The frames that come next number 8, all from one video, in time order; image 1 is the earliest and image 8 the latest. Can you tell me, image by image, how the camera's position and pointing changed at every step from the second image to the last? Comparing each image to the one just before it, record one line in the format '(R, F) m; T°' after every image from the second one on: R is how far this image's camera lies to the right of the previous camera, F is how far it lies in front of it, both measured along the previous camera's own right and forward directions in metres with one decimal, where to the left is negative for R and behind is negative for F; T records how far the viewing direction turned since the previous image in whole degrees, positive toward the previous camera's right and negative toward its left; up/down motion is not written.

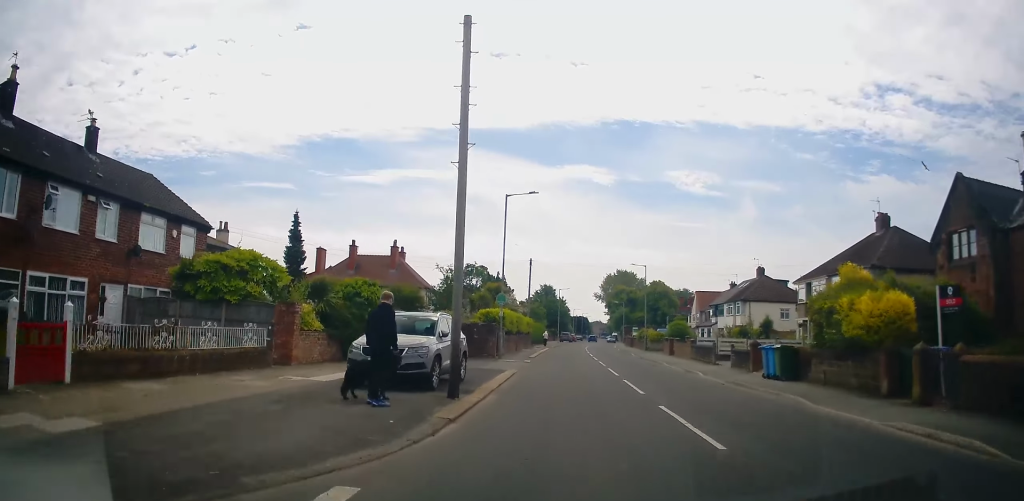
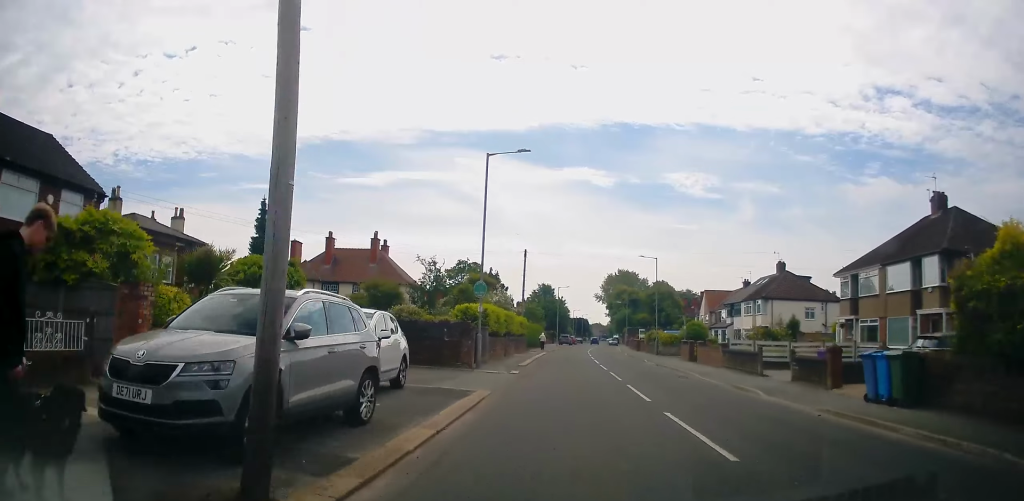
(+0.1, +7.2) m; 0°
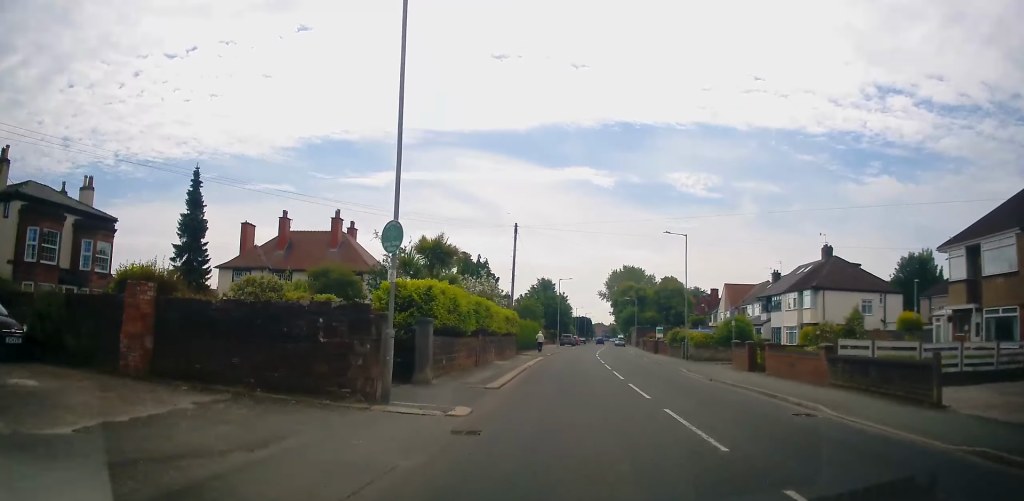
(-0.2, +11.6) m; -2°
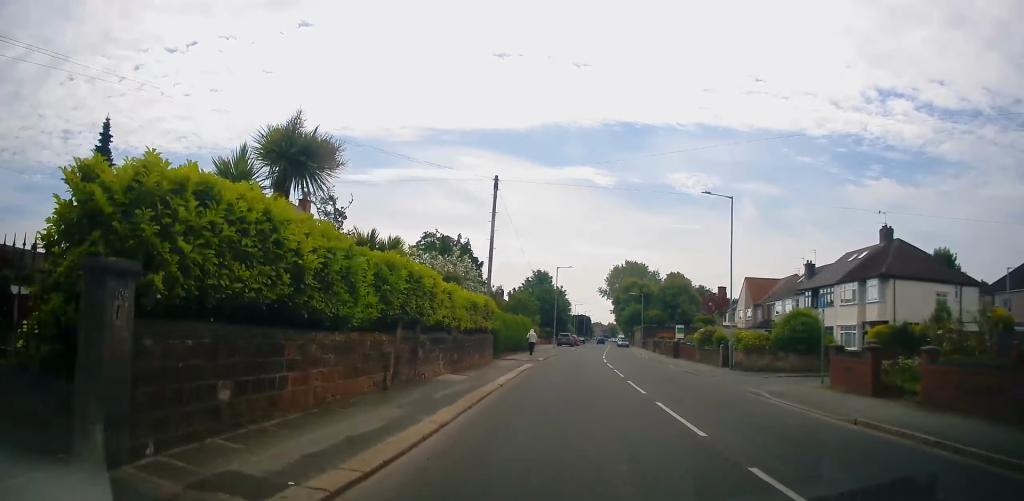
(-0.2, +10.9) m; +1°
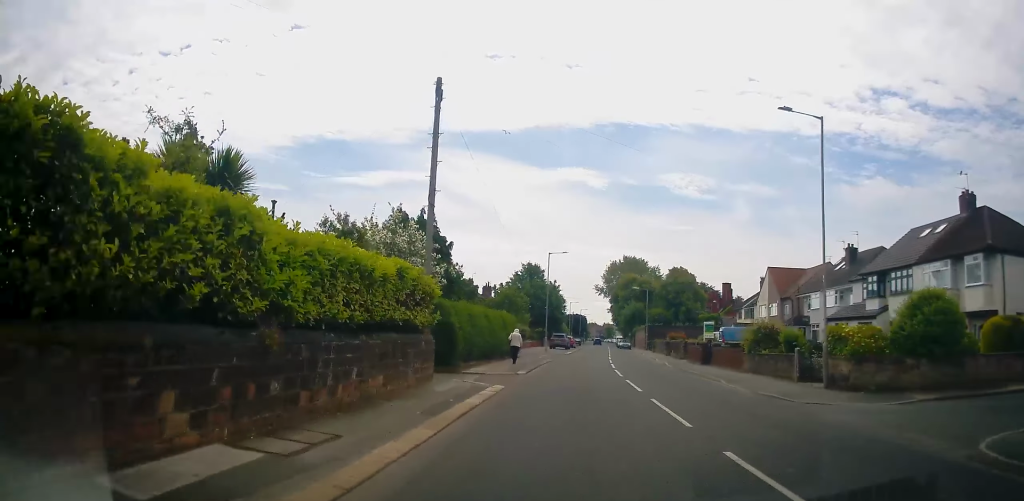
(+0.4, +10.9) m; +3°
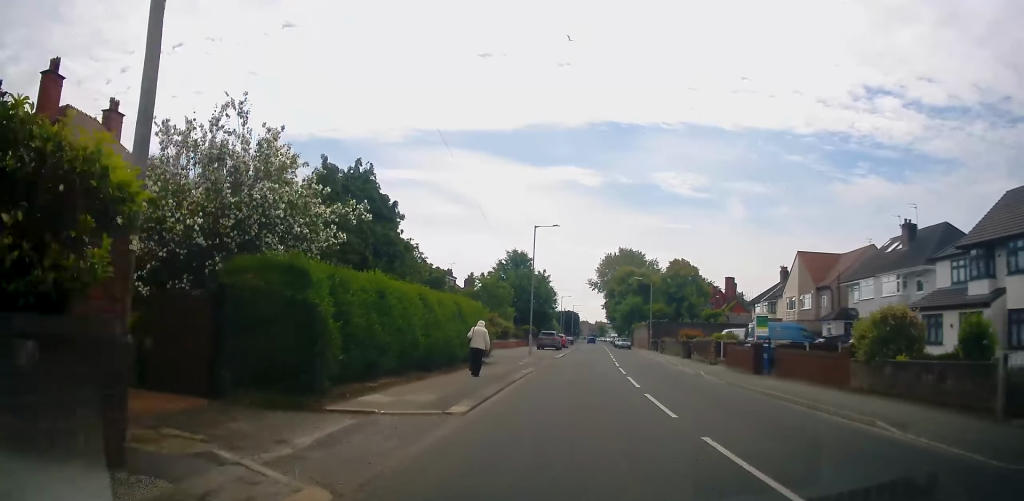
(+0.1, +11.2) m; 0°
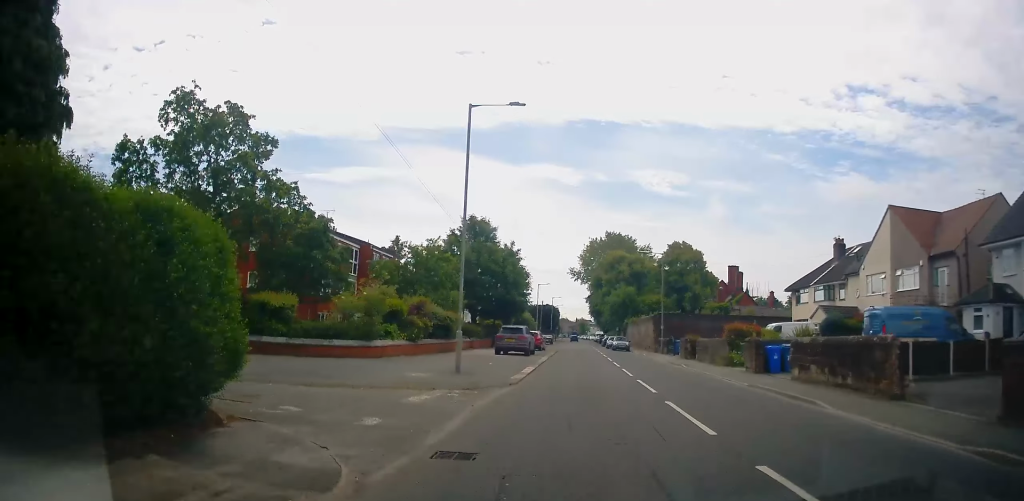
(-0.6, +20.1) m; -1°
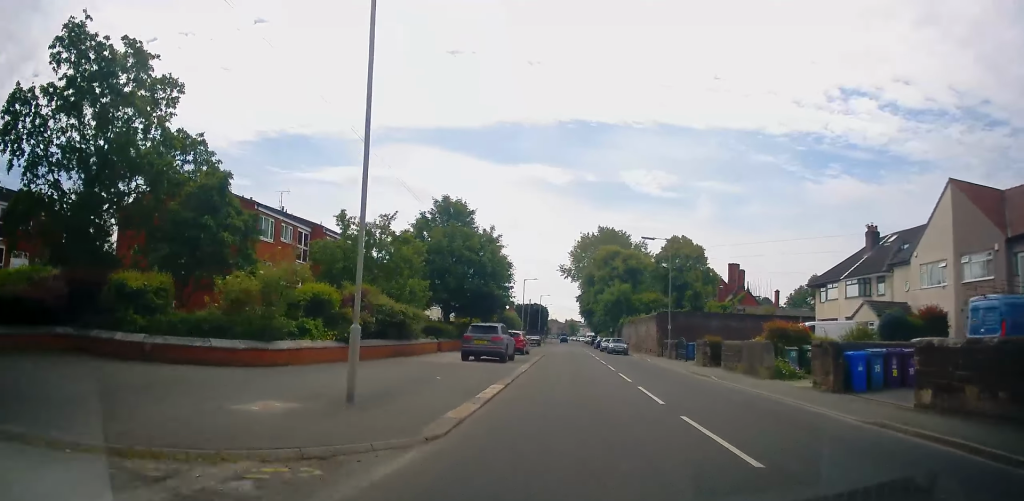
(+0.3, +8.1) m; +3°
